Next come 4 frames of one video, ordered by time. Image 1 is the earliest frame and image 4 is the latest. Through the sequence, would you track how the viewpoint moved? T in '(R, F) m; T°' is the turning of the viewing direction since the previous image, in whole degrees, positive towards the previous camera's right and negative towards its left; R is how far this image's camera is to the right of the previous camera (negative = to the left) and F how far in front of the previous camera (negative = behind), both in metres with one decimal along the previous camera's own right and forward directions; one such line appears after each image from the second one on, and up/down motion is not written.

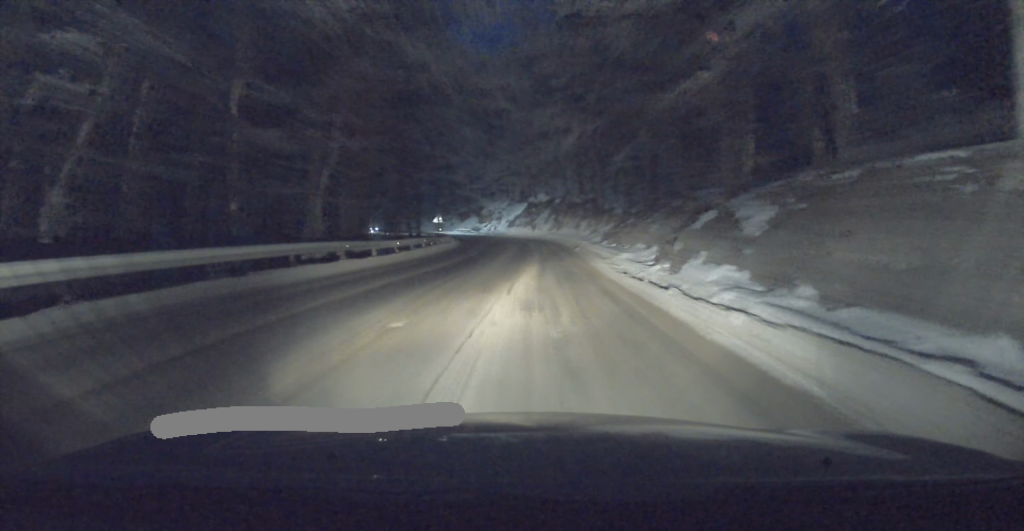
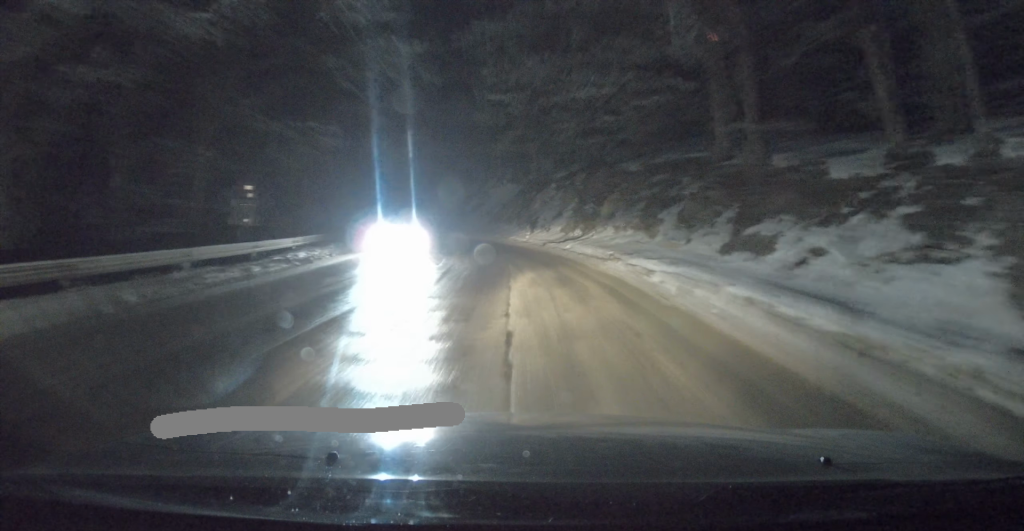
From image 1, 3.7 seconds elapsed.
(+0.4, +29.0) m; -1°
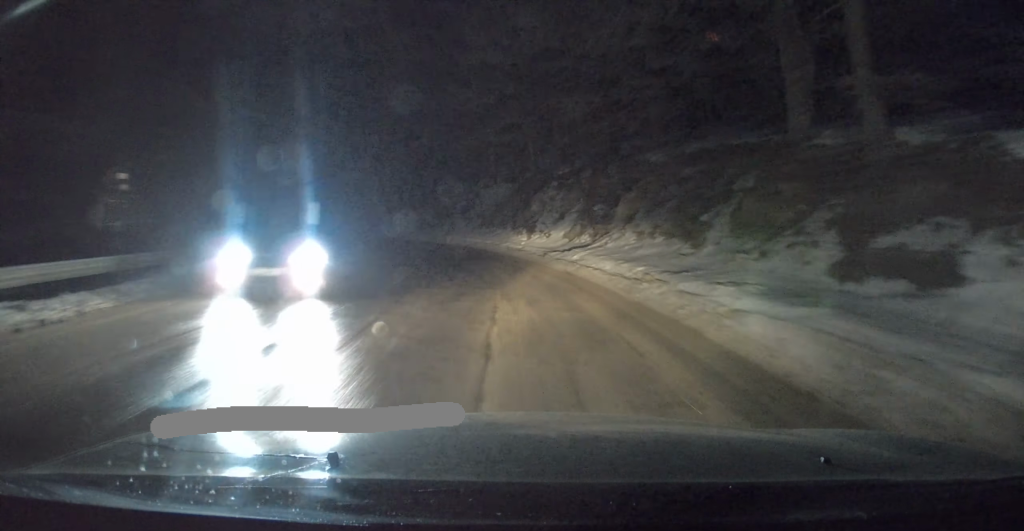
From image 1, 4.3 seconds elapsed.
(0.0, +4.6) m; -1°
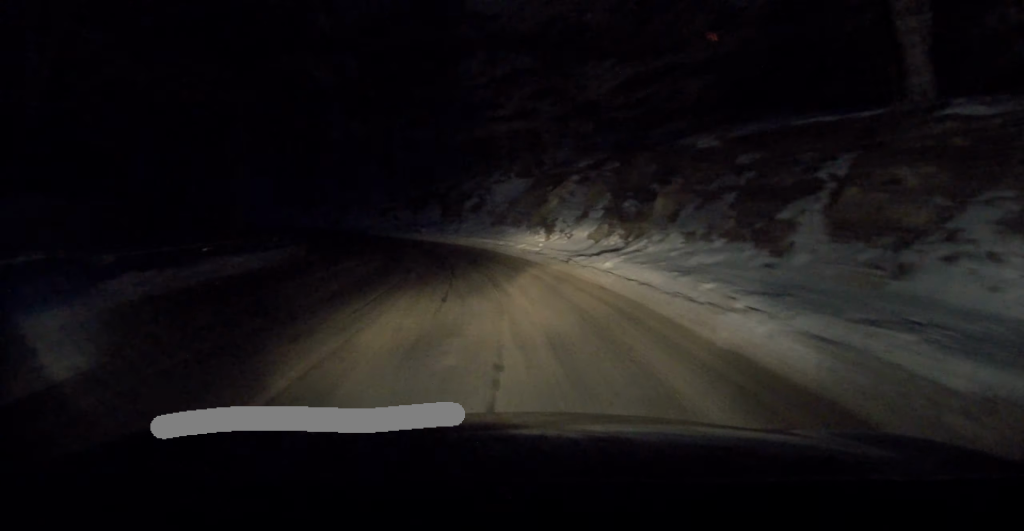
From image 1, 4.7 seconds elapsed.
(0.0, +3.3) m; -2°
